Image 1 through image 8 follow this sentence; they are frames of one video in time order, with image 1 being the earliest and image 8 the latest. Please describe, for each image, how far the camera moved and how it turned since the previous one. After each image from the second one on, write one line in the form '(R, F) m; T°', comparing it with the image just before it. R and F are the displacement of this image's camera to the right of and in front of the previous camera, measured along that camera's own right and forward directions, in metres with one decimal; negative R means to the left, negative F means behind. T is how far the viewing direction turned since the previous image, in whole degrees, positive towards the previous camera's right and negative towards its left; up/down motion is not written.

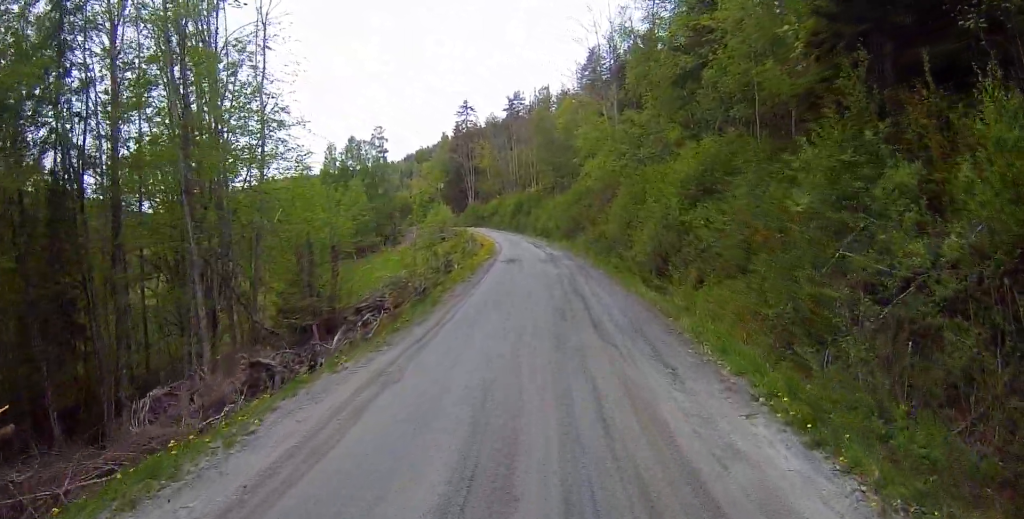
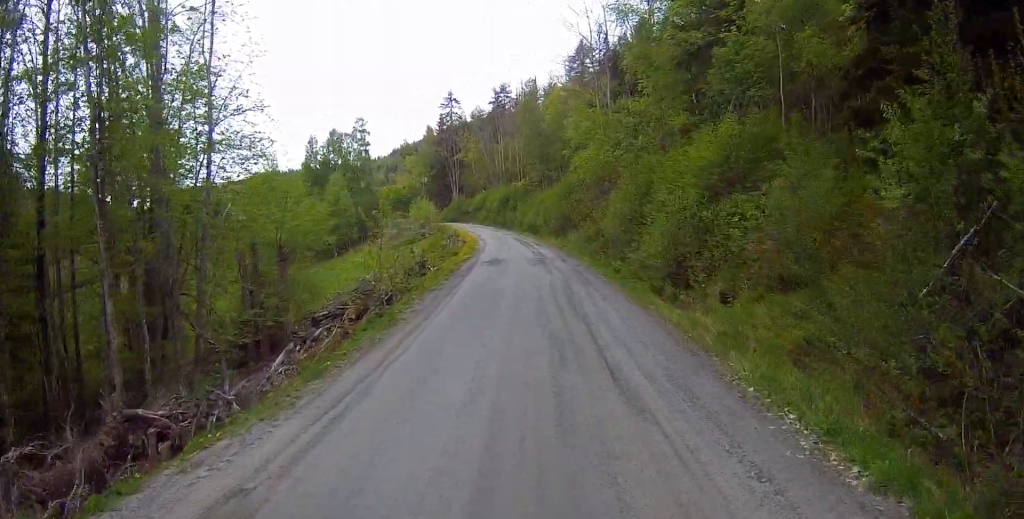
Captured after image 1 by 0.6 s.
(+0.1, +3.8) m; +3°
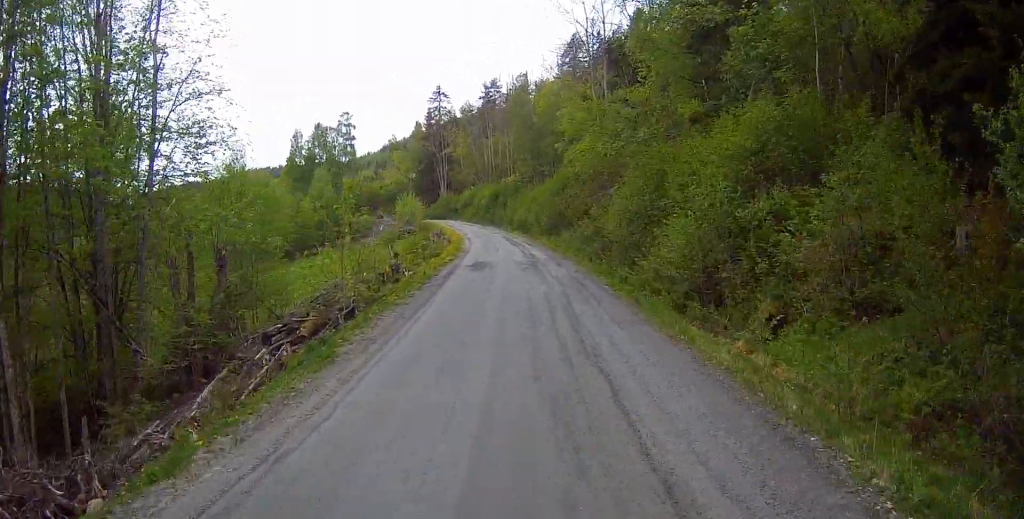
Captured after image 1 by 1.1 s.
(+0.2, +3.6) m; +4°
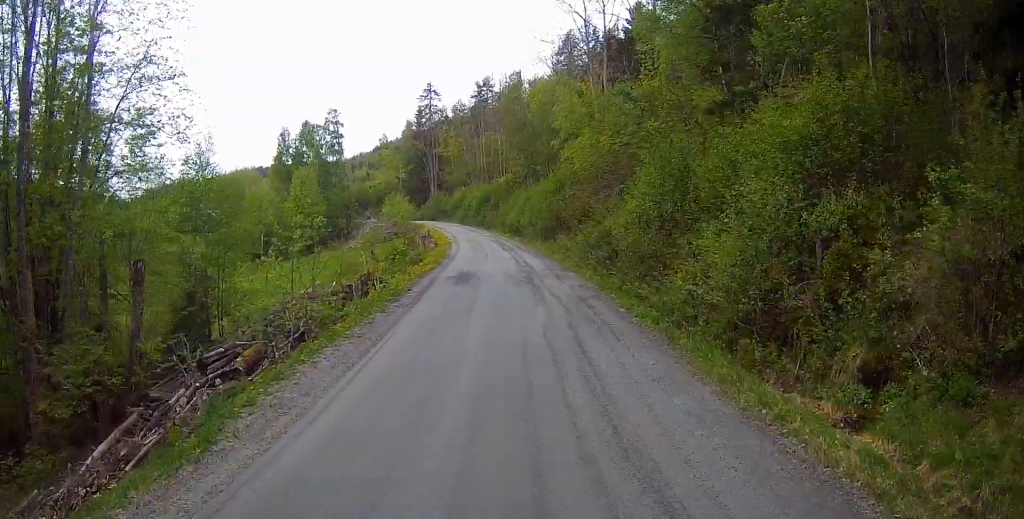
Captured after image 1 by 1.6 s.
(+0.1, +3.7) m; +1°
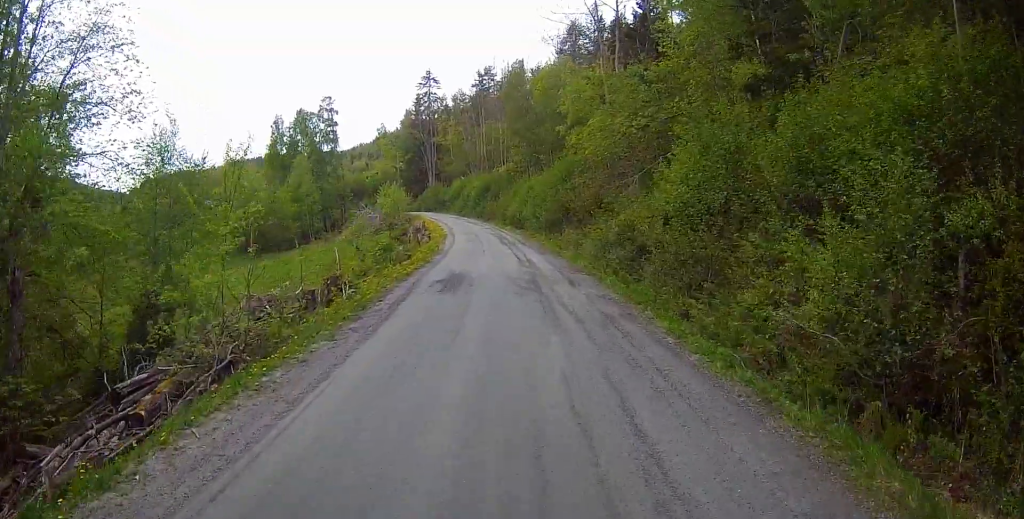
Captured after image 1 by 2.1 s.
(+0.1, +3.9) m; -1°
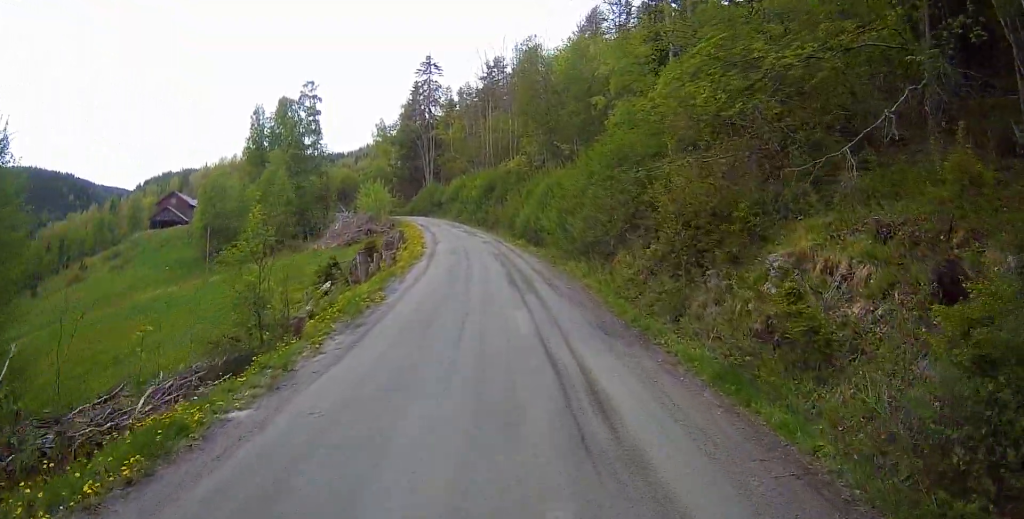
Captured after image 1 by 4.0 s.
(-0.8, +15.6) m; -3°
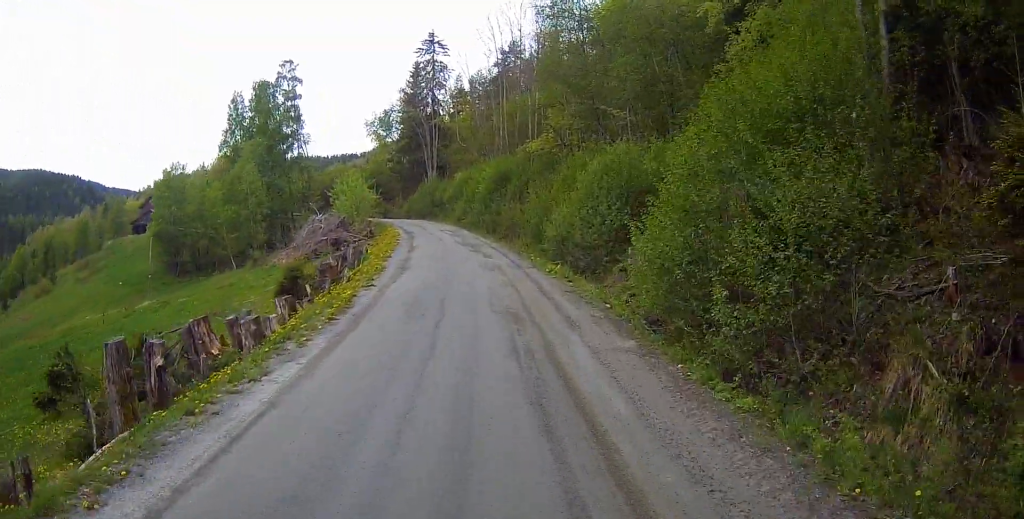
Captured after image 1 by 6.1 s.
(+0.1, +15.5) m; +1°
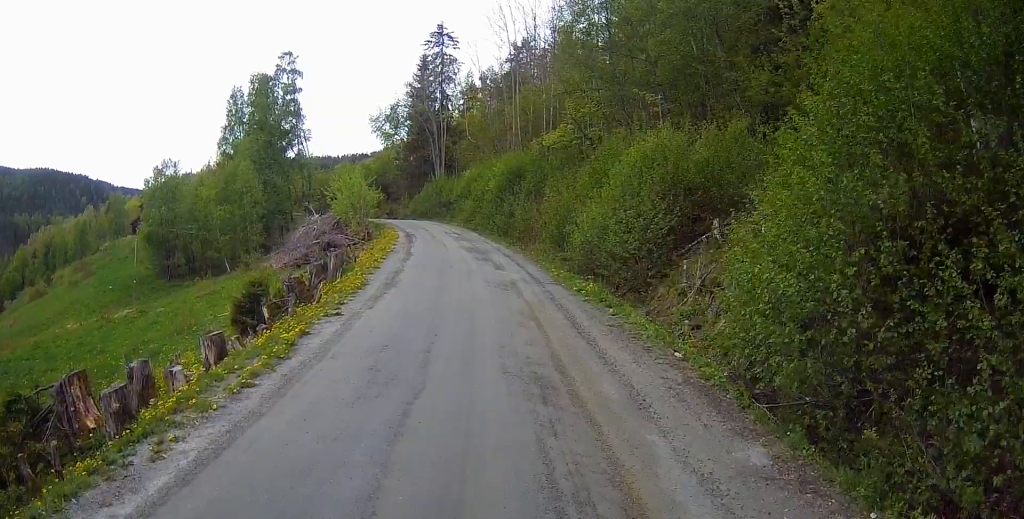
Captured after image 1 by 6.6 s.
(+0.1, +4.3) m; +1°
